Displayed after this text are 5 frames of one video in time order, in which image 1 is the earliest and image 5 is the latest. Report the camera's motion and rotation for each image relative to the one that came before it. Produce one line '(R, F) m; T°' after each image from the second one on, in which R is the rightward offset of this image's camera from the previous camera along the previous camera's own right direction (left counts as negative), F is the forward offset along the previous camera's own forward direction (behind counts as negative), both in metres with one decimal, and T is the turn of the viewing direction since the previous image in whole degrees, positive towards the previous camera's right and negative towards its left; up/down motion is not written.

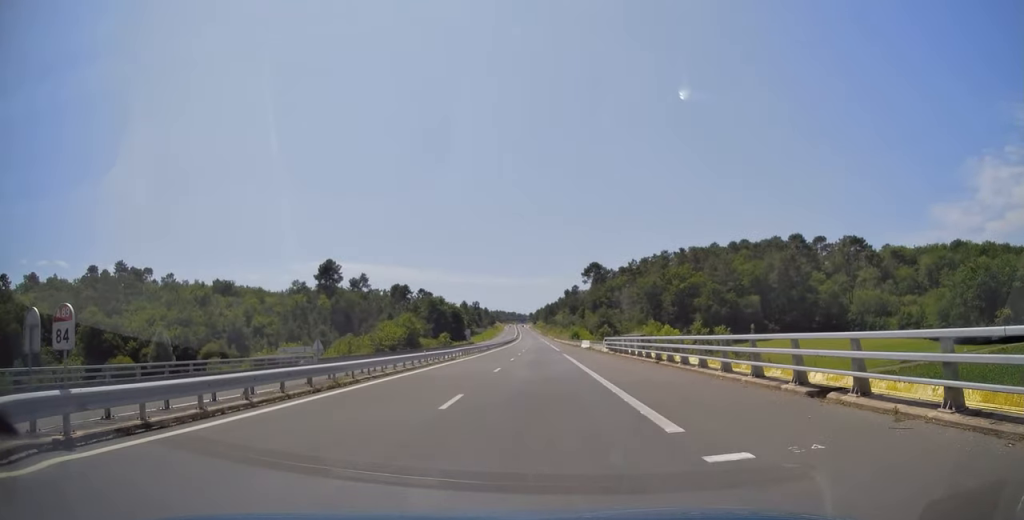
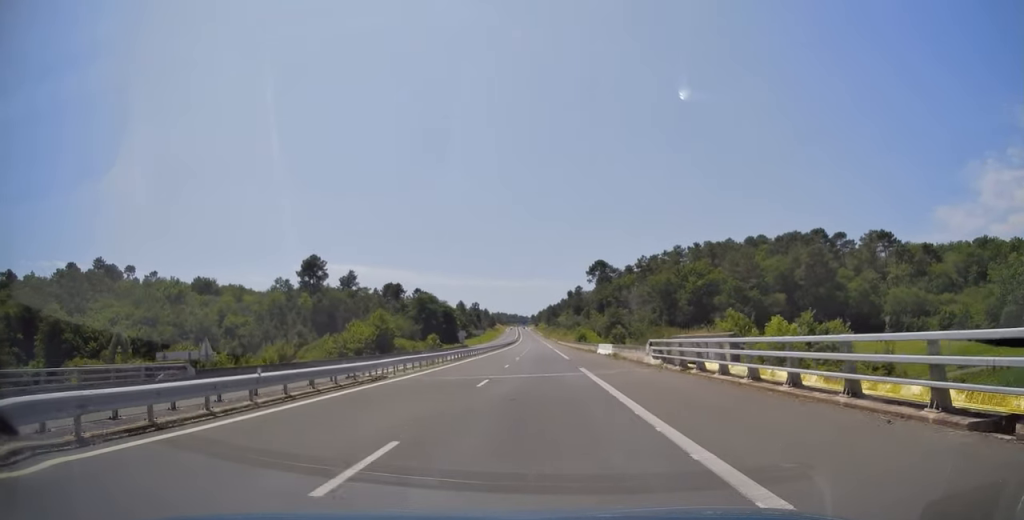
(-0.1, +19.7) m; 0°
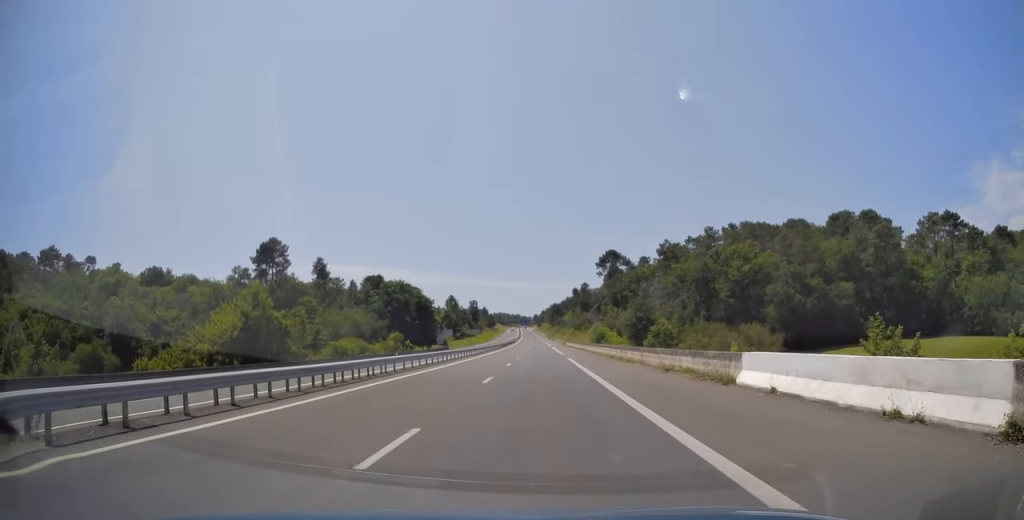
(0.0, +38.4) m; 0°
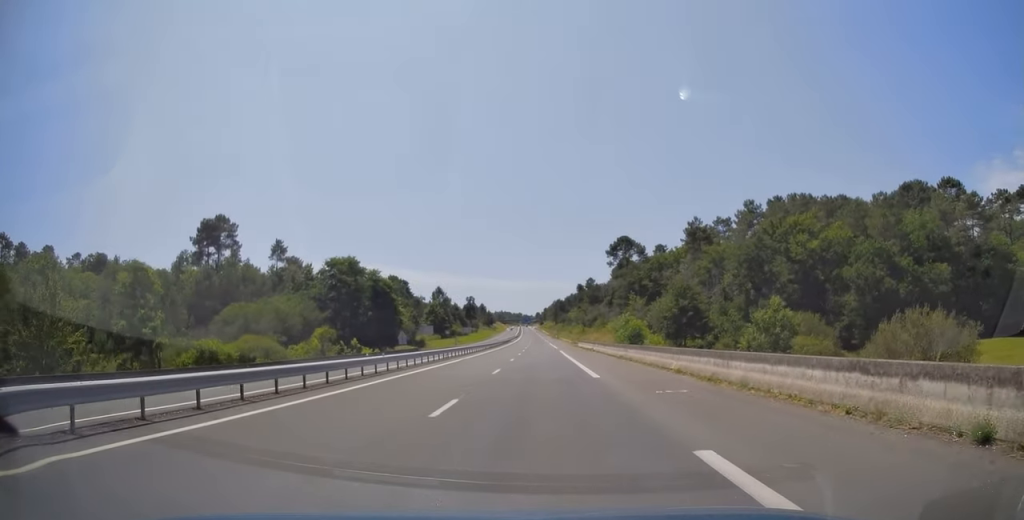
(-0.2, +35.2) m; -1°
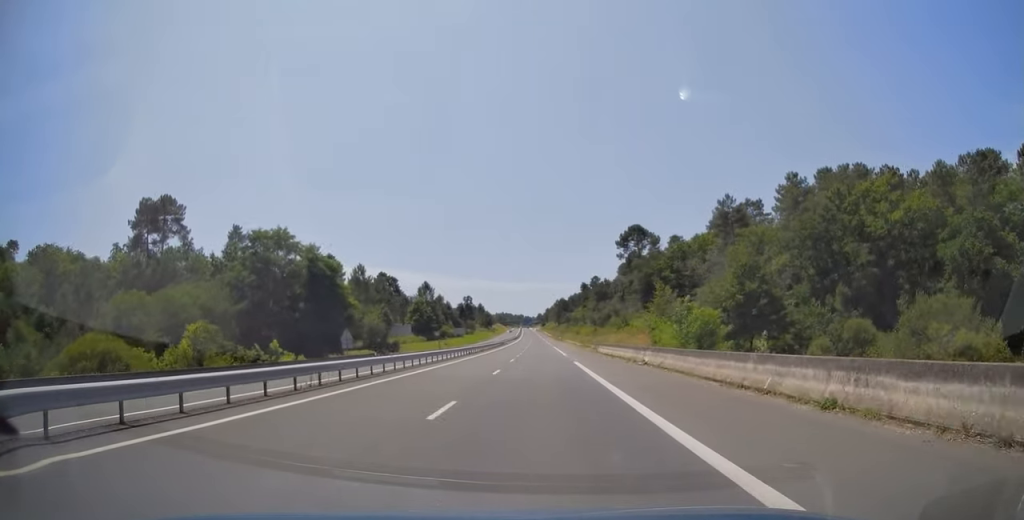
(-0.1, +26.7) m; 0°
